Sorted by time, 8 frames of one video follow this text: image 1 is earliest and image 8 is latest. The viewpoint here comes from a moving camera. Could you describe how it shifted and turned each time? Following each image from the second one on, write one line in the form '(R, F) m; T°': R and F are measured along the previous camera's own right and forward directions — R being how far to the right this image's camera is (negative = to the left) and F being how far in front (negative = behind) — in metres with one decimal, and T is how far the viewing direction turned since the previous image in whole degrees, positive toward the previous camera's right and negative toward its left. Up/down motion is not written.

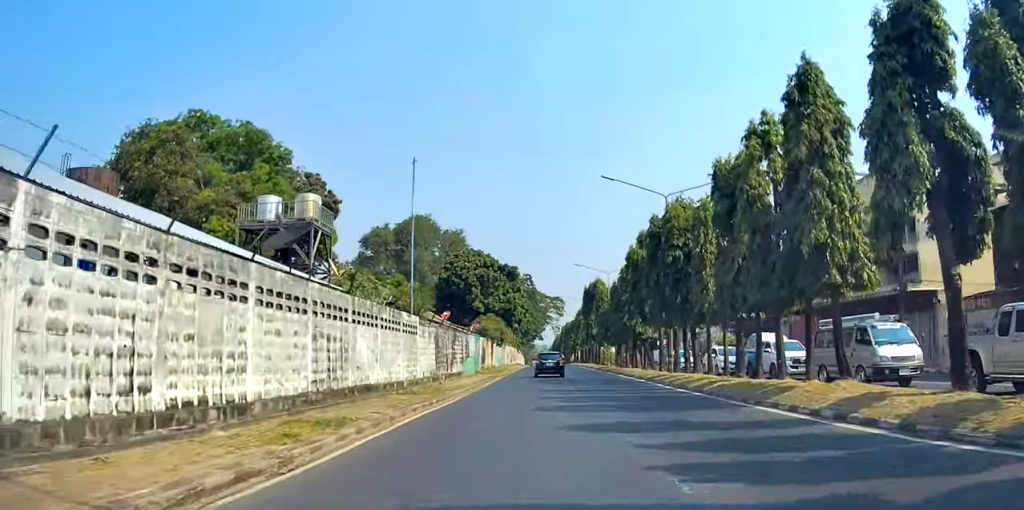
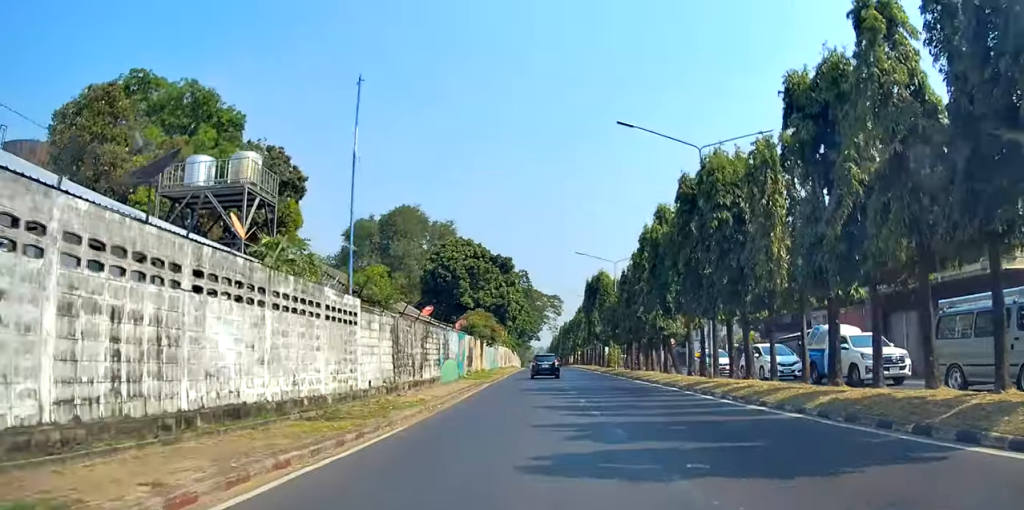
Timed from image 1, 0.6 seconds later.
(-0.1, +7.8) m; +1°
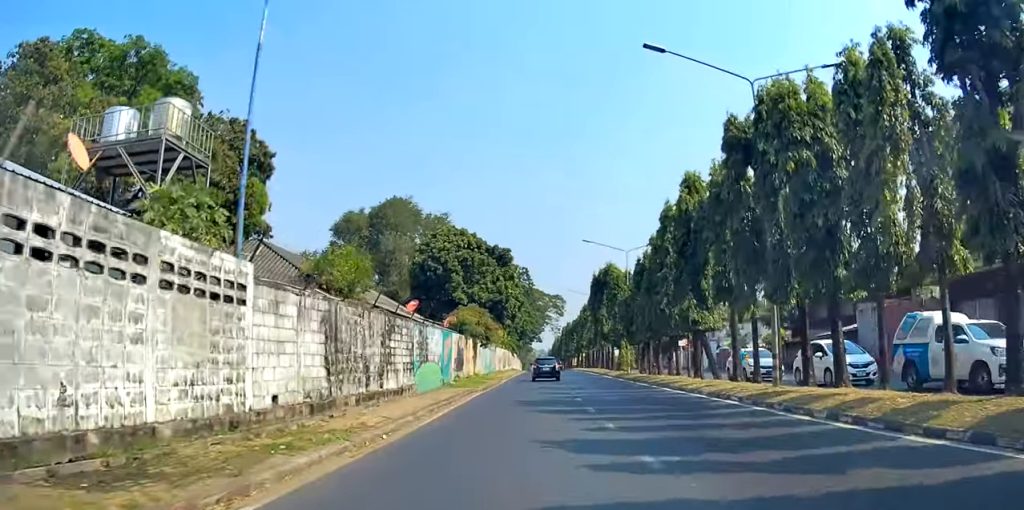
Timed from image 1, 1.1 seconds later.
(+0.1, +6.4) m; +1°
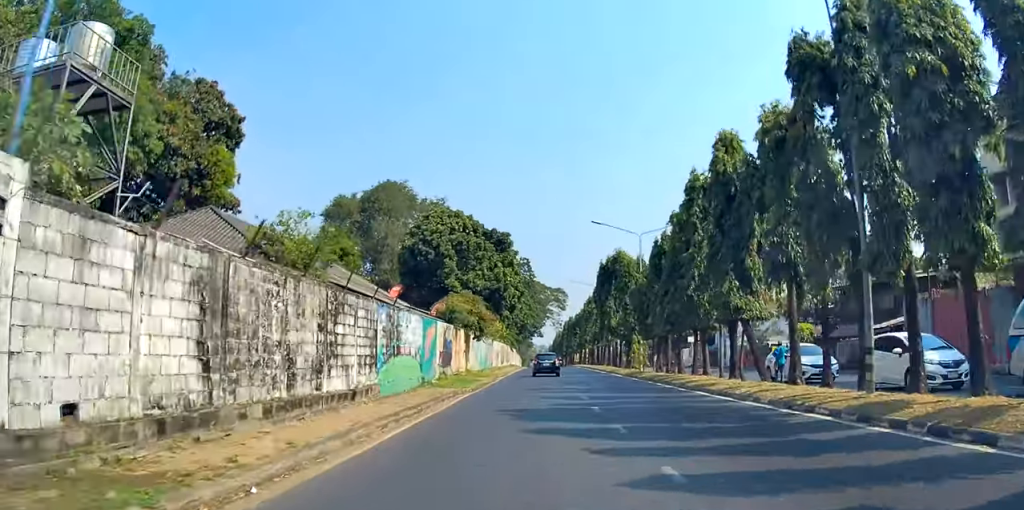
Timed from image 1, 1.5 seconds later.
(+0.1, +5.4) m; 0°
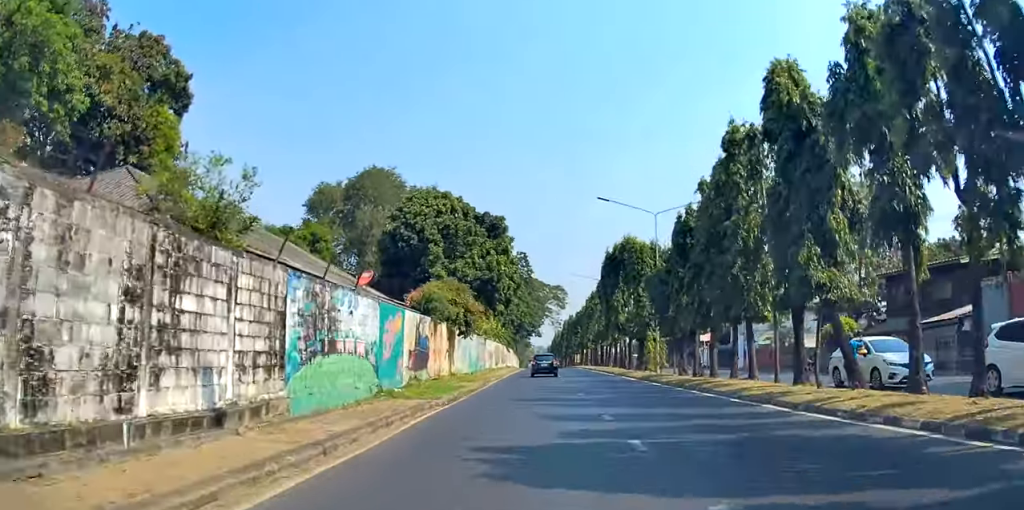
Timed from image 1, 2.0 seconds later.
(0.0, +6.2) m; 0°
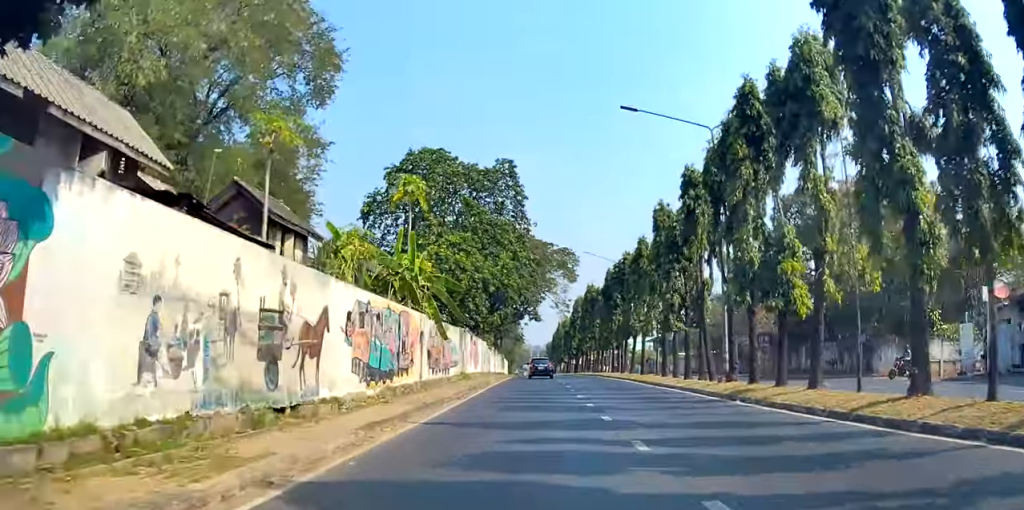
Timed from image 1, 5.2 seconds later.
(0.0, +44.6) m; +1°
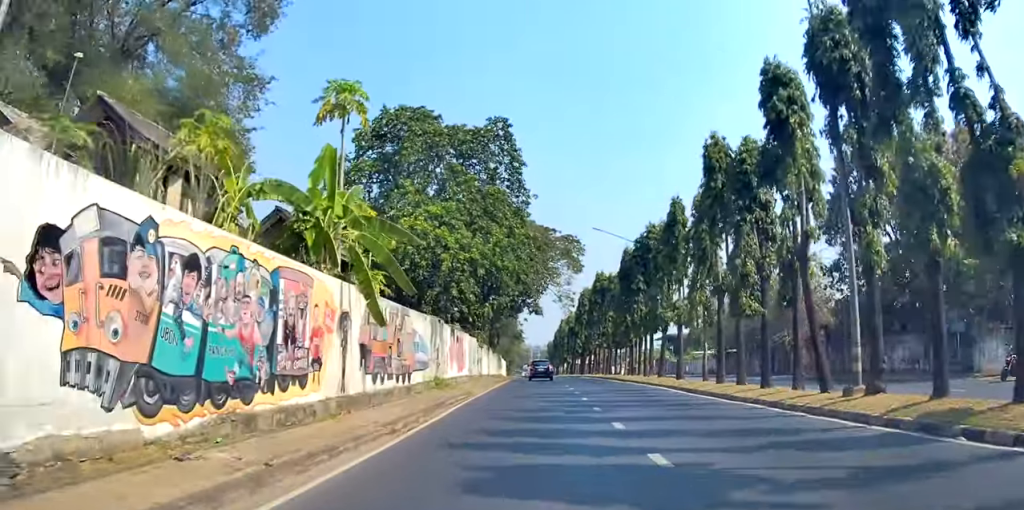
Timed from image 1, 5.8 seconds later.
(+0.3, +8.4) m; -1°
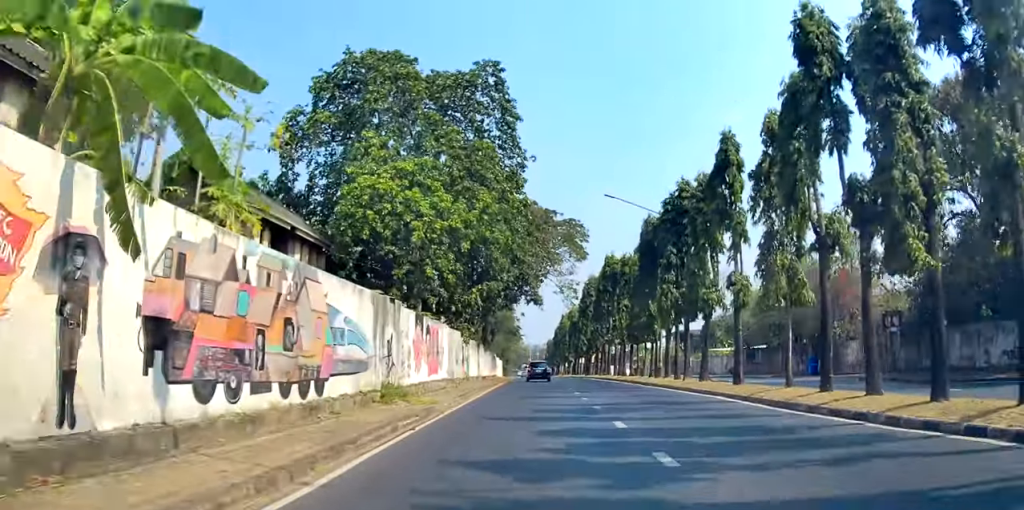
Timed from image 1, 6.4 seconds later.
(-0.4, +8.4) m; -2°
